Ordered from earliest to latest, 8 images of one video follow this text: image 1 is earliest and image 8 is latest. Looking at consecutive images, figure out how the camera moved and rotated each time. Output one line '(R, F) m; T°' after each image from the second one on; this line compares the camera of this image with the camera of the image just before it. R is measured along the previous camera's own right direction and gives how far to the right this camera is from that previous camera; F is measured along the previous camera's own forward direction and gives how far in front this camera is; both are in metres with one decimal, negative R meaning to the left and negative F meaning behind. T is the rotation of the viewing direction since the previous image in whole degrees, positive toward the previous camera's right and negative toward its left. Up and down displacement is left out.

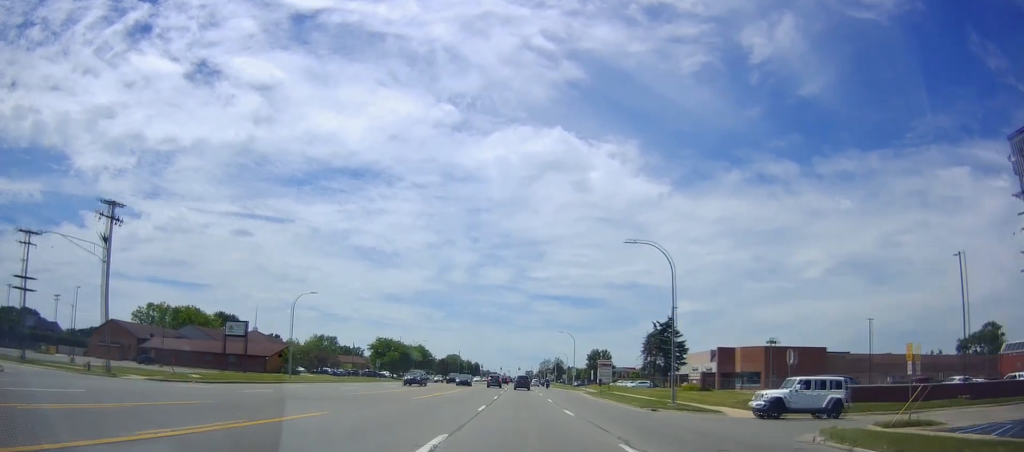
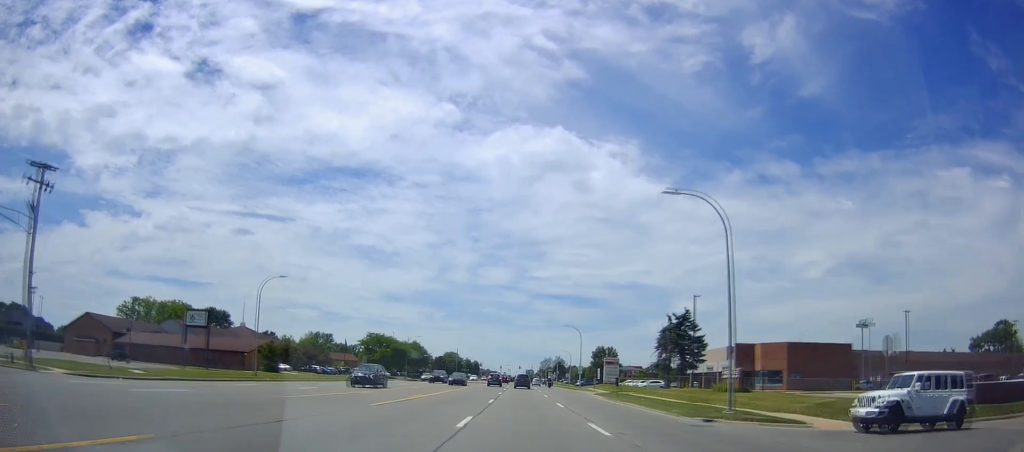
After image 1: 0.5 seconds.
(+0.1, +8.7) m; -1°
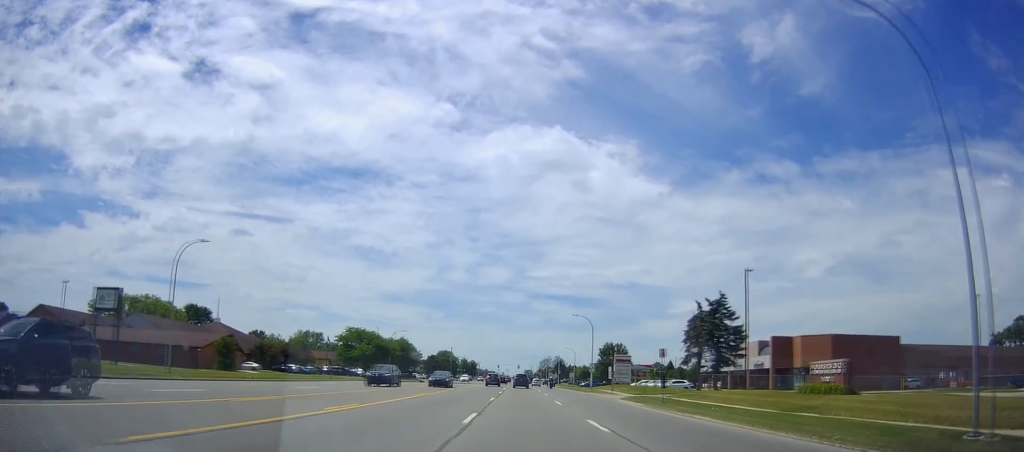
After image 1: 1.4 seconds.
(-0.5, +14.4) m; 0°
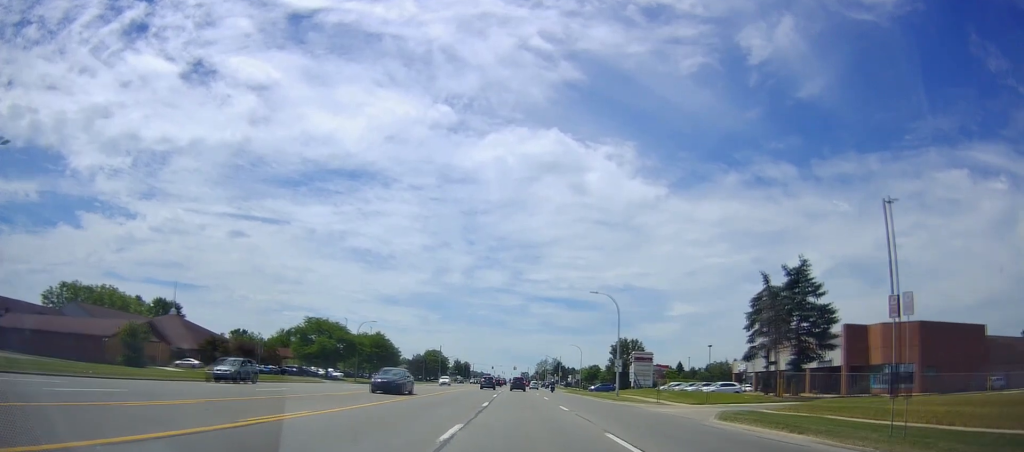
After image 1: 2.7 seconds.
(+0.6, +20.5) m; +2°
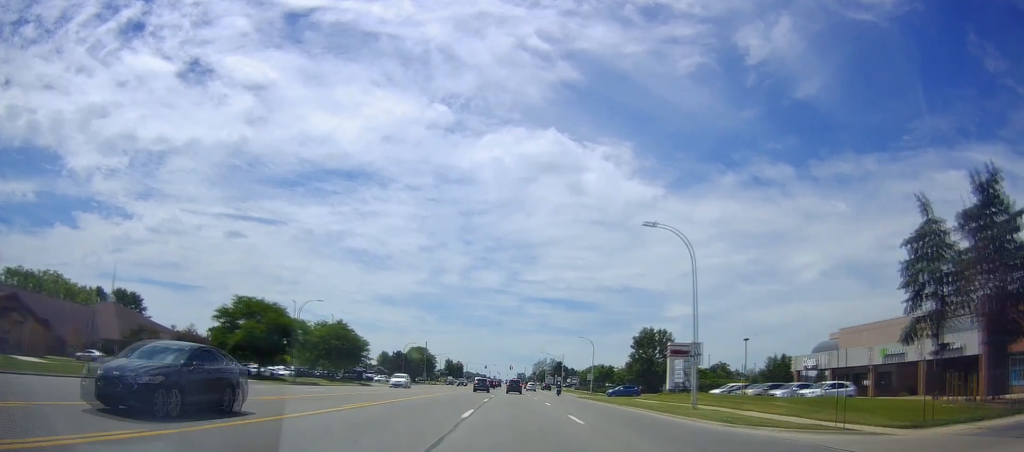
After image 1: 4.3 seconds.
(0.0, +23.2) m; 0°
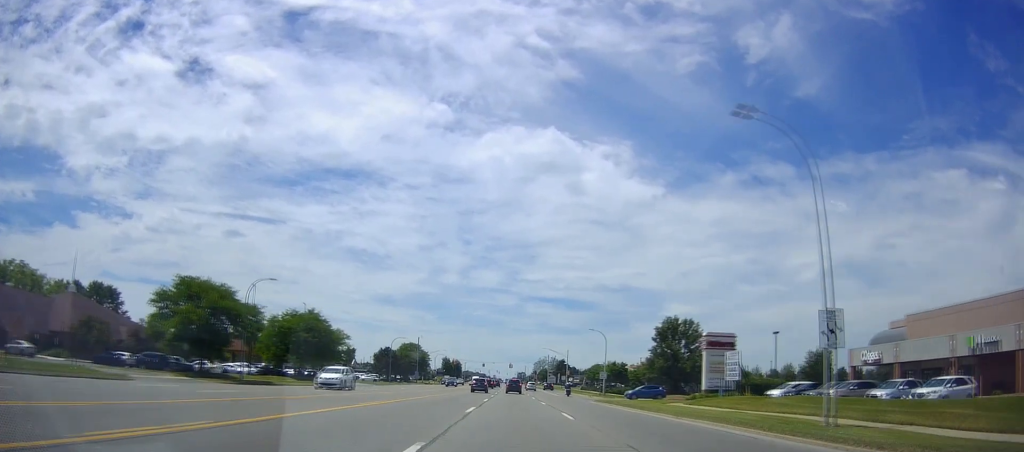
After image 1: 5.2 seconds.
(0.0, +13.3) m; -1°
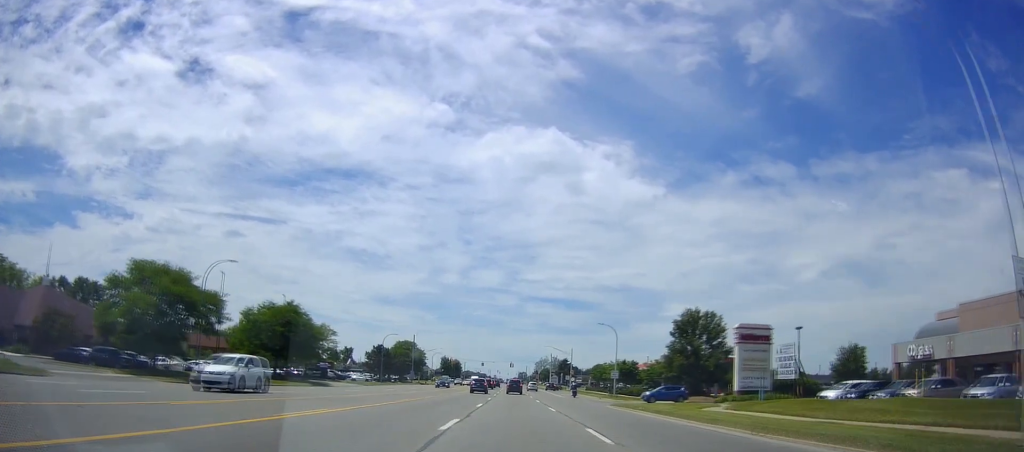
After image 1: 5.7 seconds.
(0.0, +8.3) m; -1°
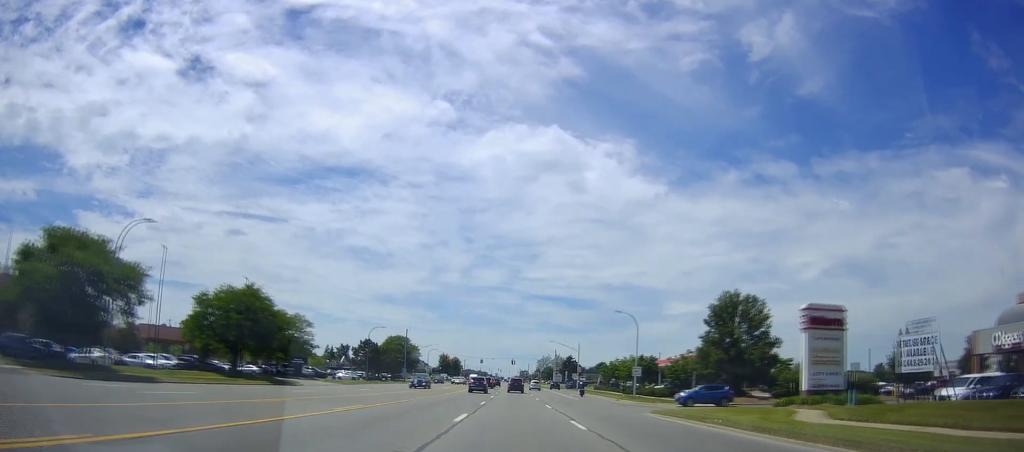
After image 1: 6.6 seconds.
(-0.4, +12.0) m; 0°
